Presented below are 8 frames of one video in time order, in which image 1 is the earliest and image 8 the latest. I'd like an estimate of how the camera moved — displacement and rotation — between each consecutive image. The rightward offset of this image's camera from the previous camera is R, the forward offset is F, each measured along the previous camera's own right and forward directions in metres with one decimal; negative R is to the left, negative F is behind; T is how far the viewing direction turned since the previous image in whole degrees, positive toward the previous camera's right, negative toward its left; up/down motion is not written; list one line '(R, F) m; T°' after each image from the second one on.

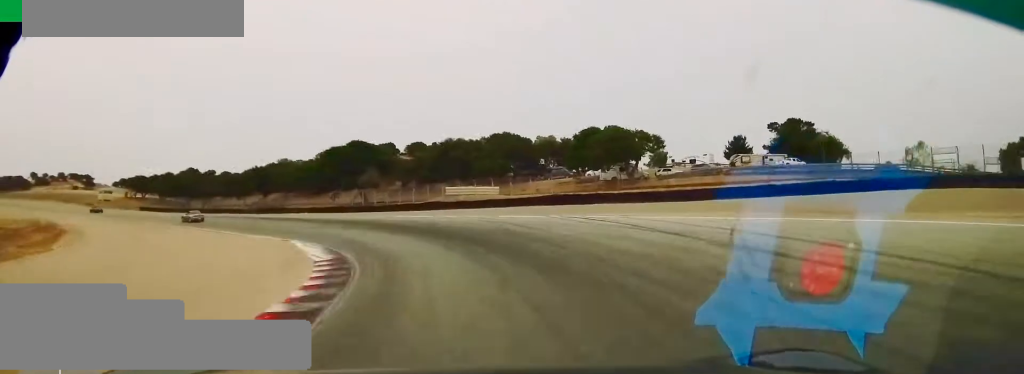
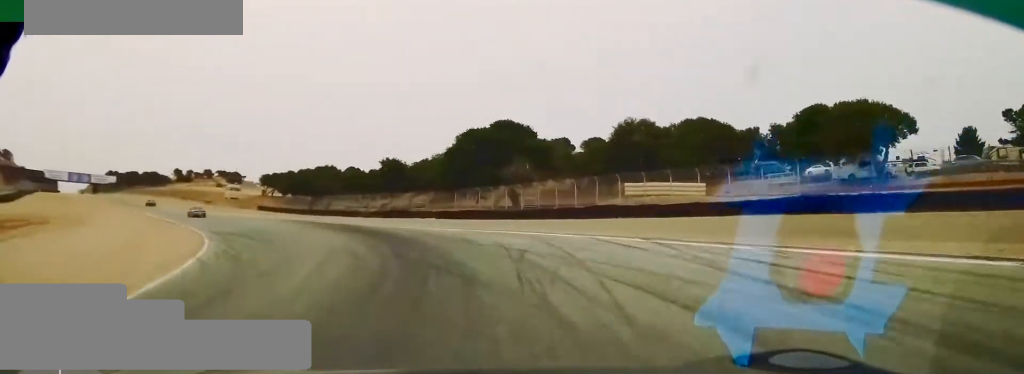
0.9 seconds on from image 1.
(-5.4, +23.6) m; -24°
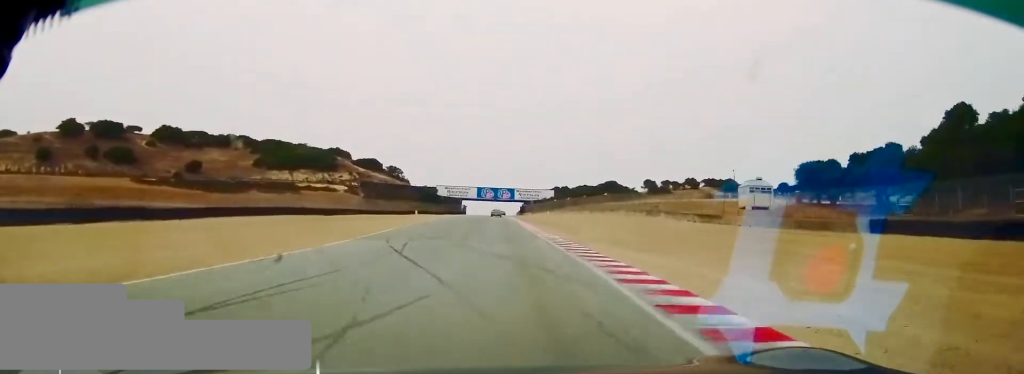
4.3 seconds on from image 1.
(-49.7, +76.0) m; -44°
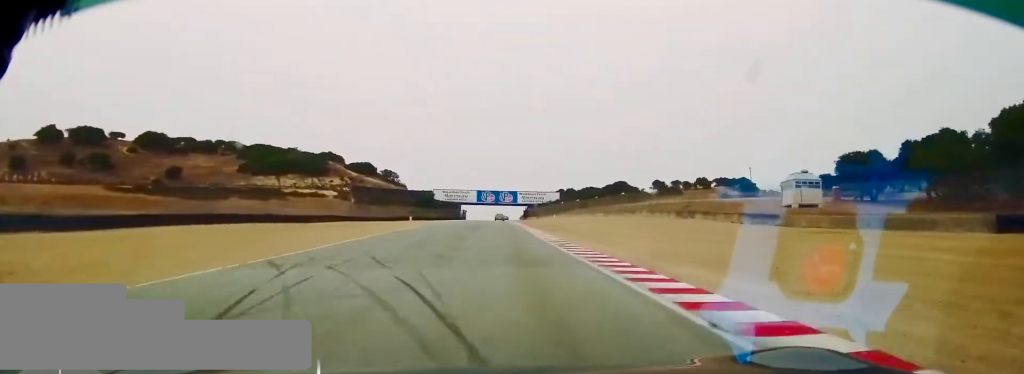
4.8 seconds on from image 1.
(-0.4, +12.9) m; +1°
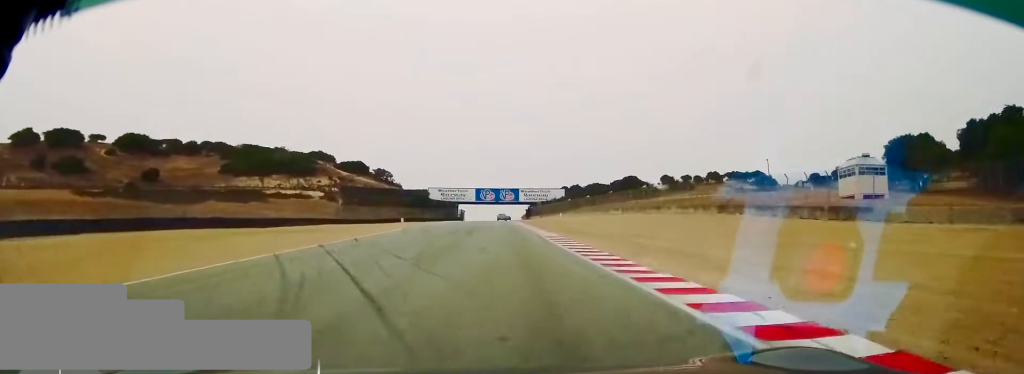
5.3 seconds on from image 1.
(+0.4, +12.3) m; +1°
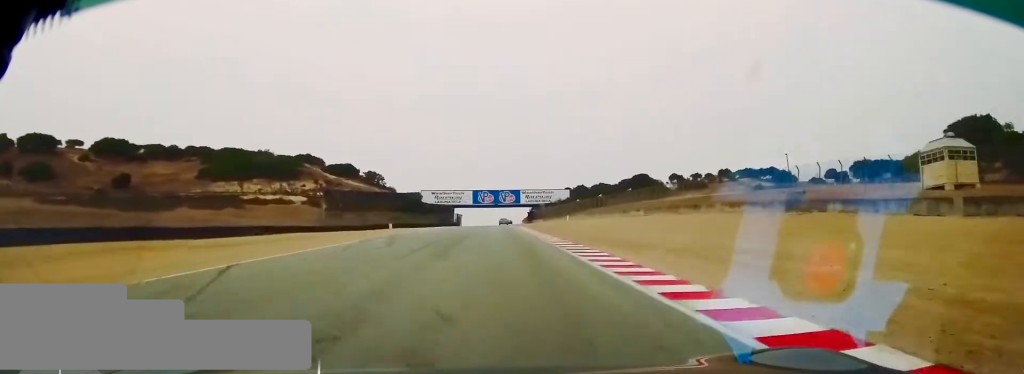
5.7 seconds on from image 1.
(+0.4, +12.2) m; +1°
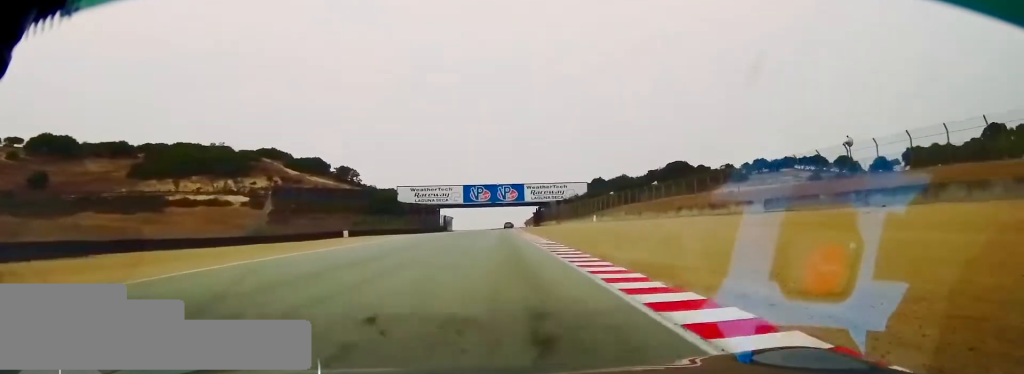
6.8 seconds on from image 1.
(-0.2, +31.8) m; 0°
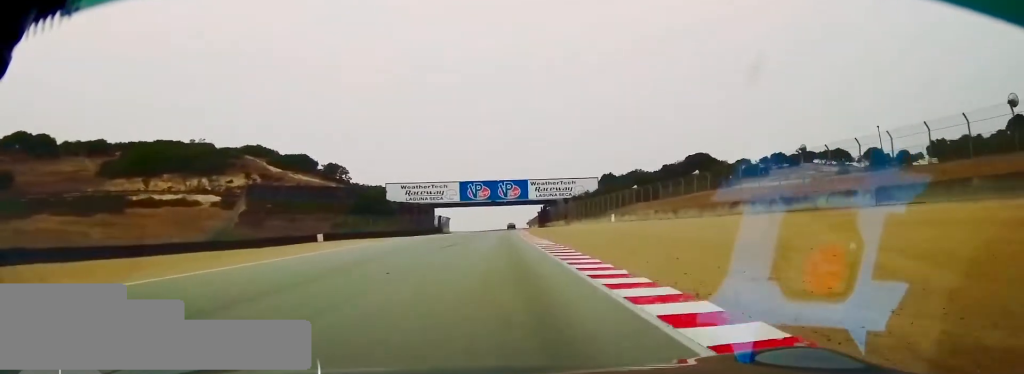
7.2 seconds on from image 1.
(+0.2, +13.0) m; +1°
